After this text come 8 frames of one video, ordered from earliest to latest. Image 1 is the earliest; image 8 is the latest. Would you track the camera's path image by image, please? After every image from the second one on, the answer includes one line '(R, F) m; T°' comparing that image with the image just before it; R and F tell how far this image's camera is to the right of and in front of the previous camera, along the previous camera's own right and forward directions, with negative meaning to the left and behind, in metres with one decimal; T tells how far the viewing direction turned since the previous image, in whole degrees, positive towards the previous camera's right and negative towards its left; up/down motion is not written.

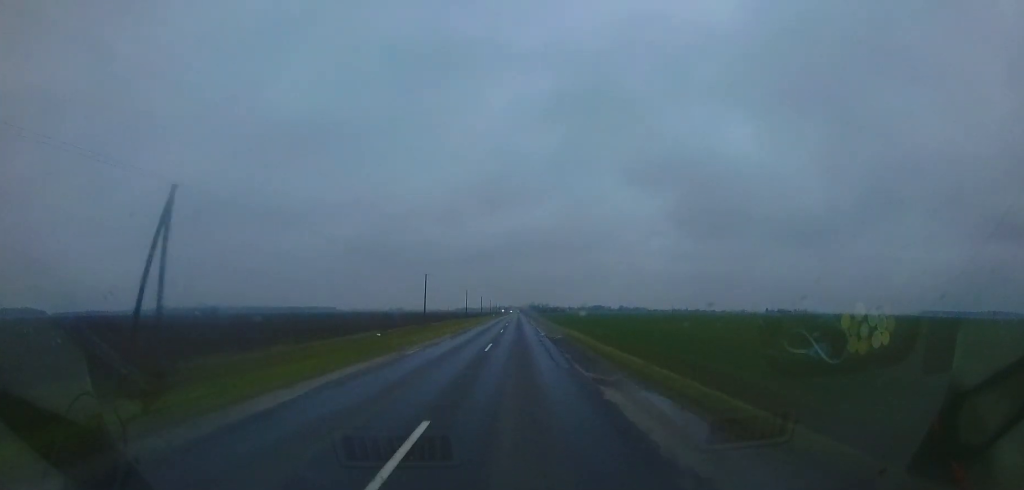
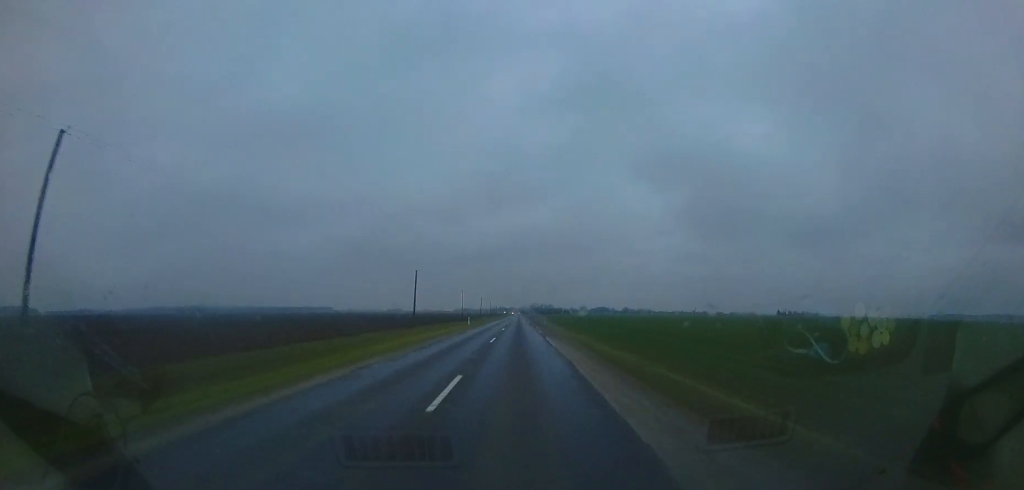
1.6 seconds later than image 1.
(+0.3, +44.6) m; +1°
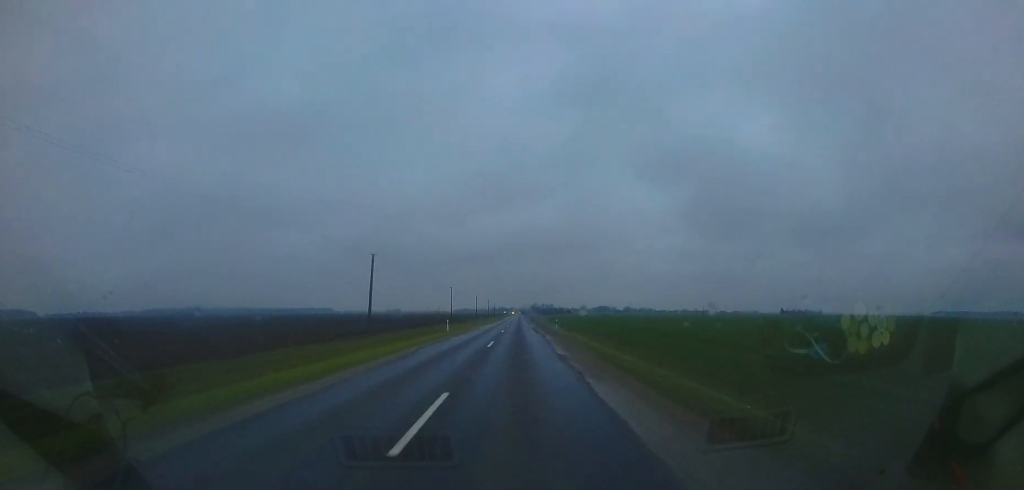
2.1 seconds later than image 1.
(+0.1, +13.6) m; 0°
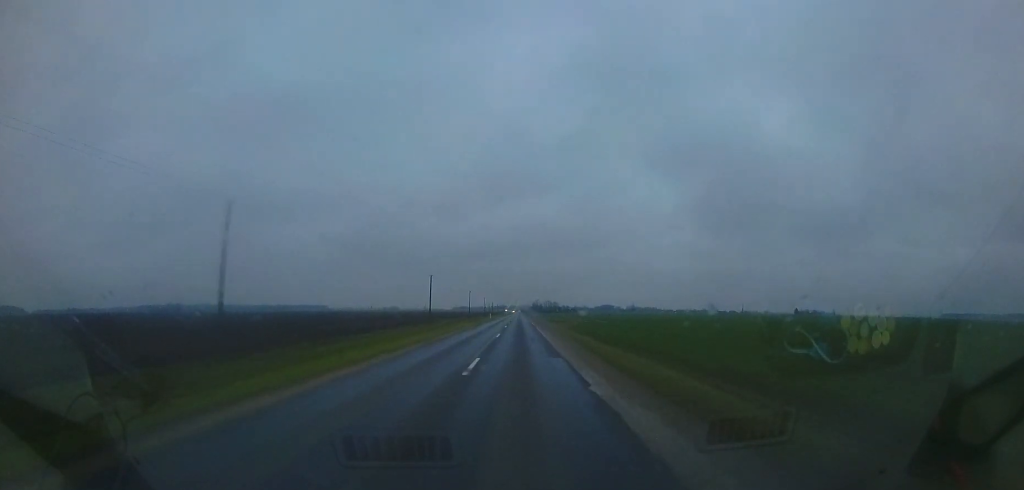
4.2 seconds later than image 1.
(-0.9, +55.1) m; 0°
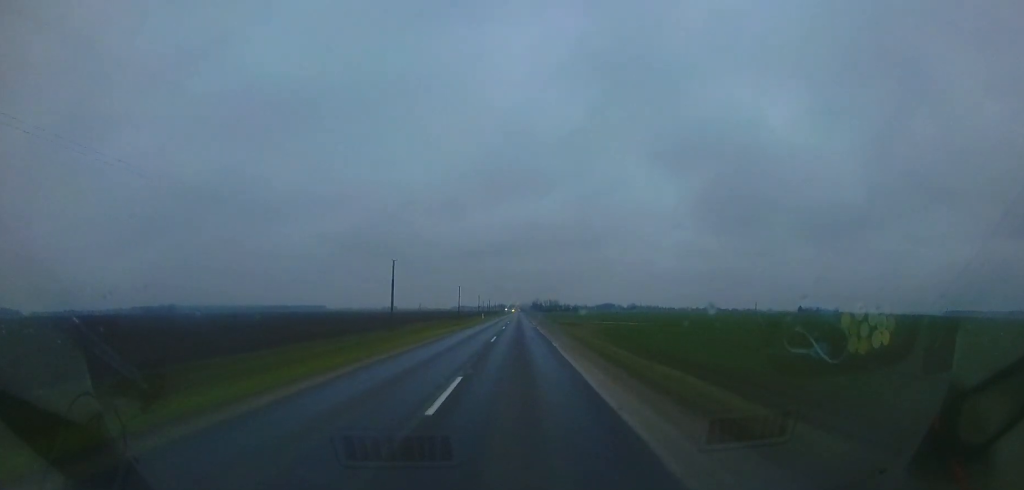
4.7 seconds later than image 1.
(+0.3, +15.4) m; 0°
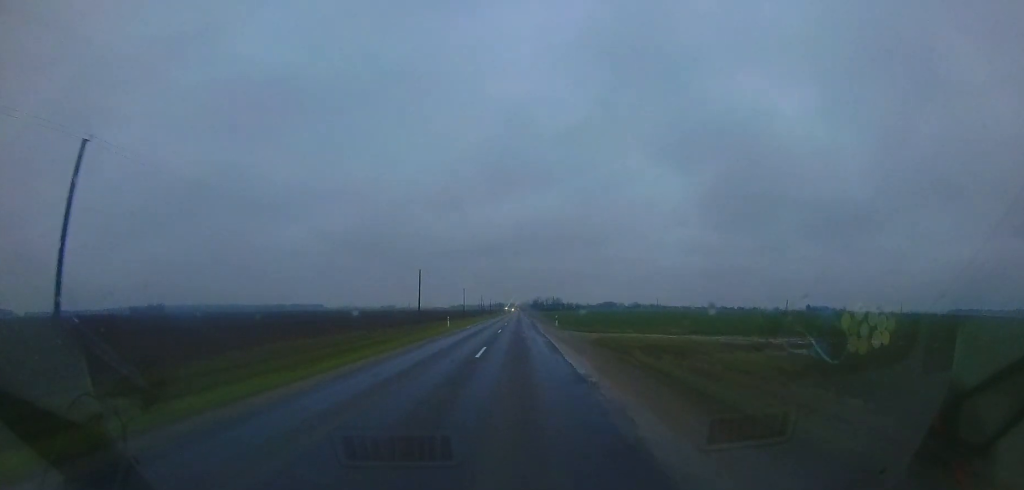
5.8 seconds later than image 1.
(0.0, +29.9) m; 0°
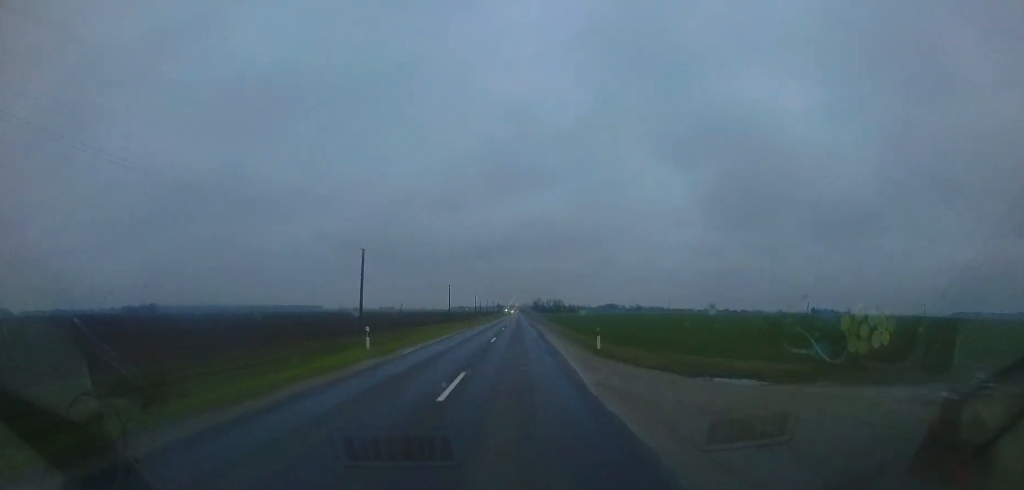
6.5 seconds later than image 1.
(0.0, +17.3) m; 0°
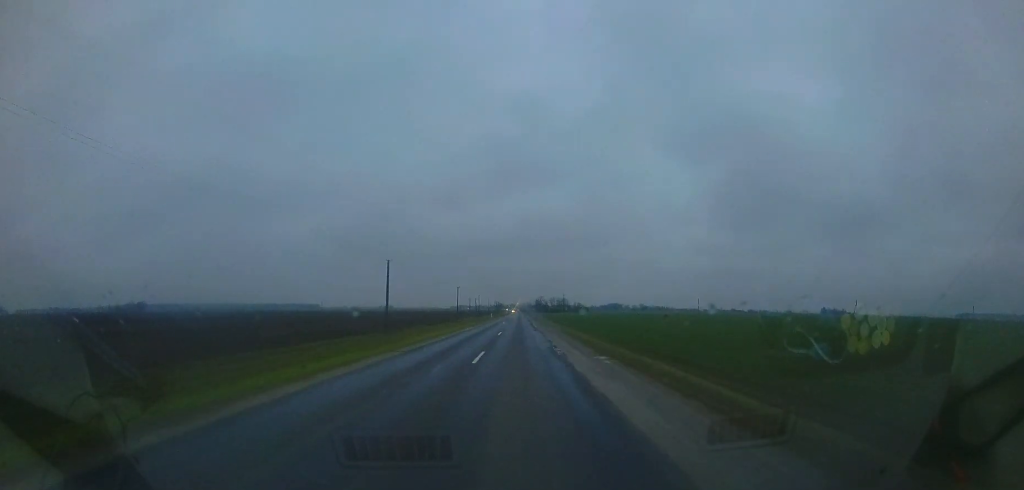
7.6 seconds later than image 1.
(+0.2, +31.9) m; +1°
